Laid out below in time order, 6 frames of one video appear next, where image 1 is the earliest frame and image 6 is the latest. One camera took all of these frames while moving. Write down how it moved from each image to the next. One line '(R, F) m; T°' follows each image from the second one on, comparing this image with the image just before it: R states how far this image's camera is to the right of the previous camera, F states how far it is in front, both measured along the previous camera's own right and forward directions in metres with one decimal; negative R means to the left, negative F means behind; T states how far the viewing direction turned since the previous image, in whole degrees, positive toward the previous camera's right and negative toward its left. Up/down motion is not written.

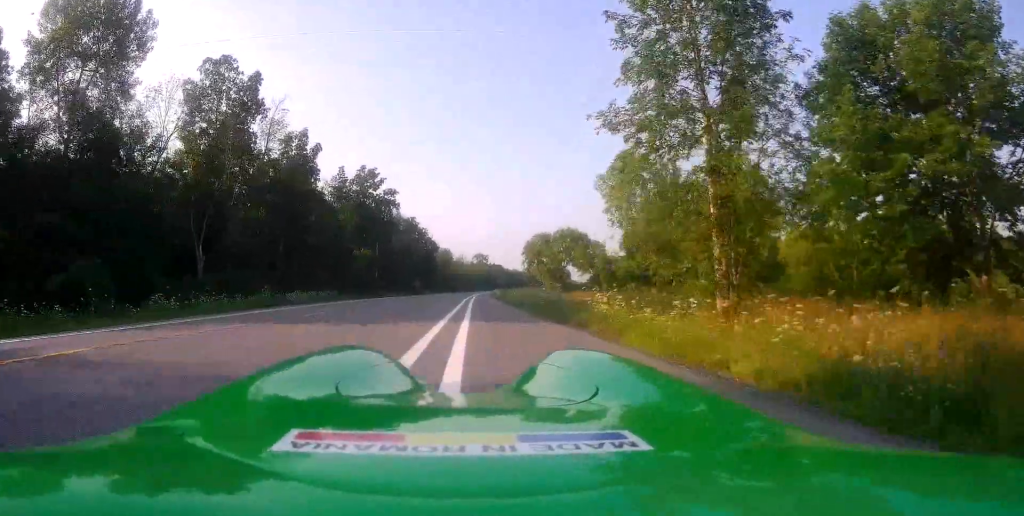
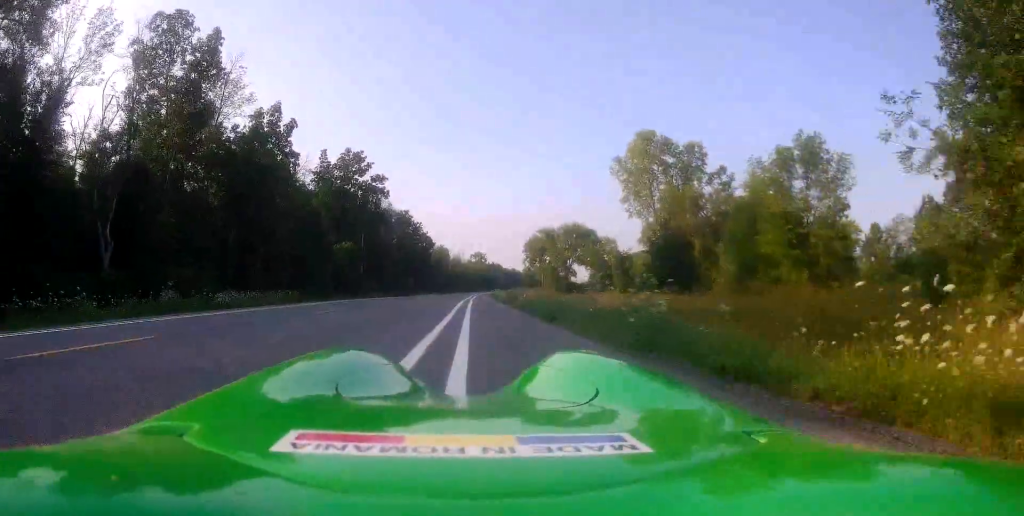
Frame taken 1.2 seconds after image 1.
(0.0, +10.3) m; -2°
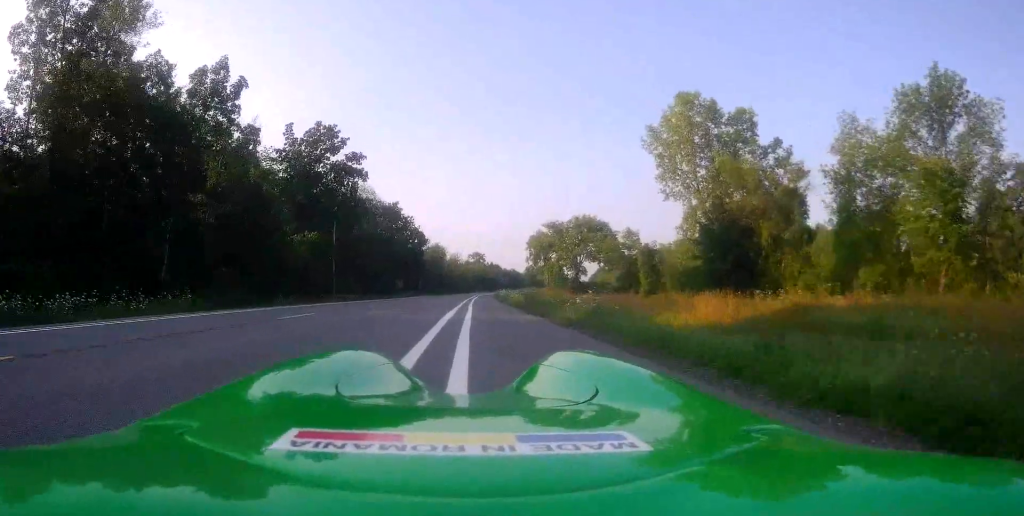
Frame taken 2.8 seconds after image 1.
(-0.2, +14.7) m; 0°
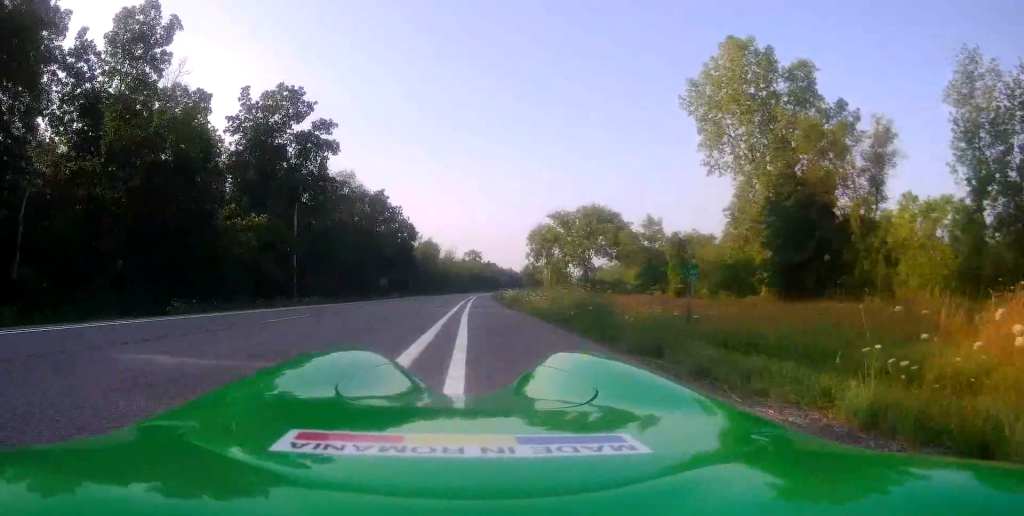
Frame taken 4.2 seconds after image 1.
(+0.2, +13.0) m; +3°
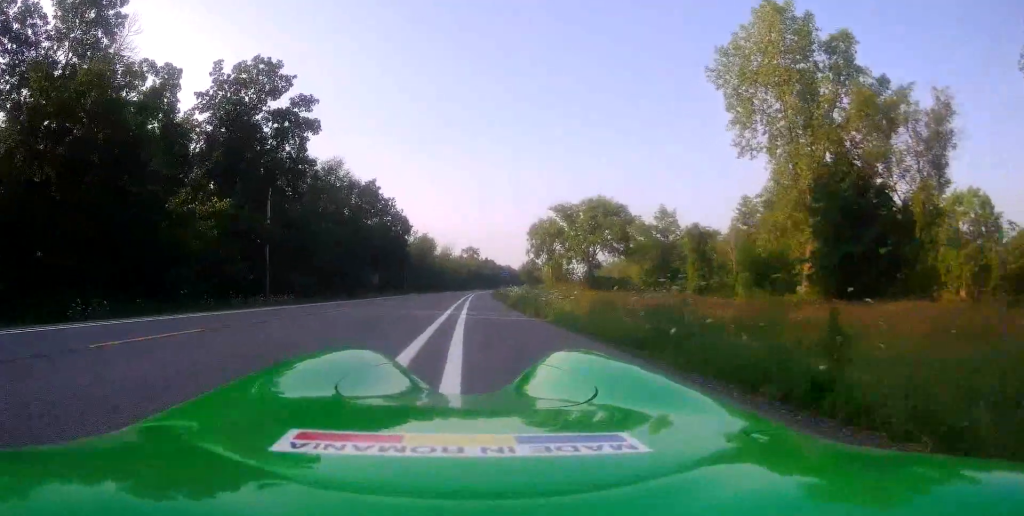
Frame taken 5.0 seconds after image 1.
(+0.2, +6.5) m; 0°
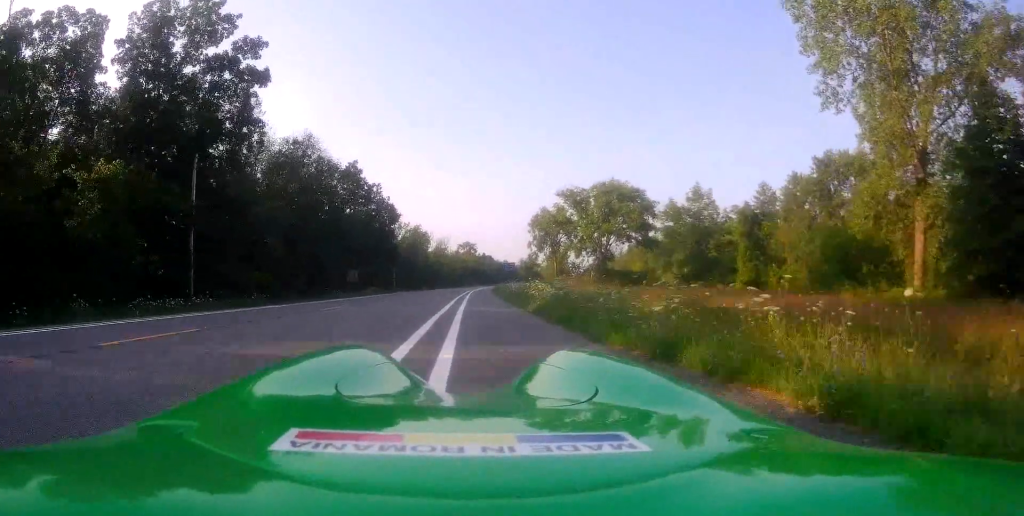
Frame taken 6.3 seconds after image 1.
(-0.2, +12.1) m; 0°
